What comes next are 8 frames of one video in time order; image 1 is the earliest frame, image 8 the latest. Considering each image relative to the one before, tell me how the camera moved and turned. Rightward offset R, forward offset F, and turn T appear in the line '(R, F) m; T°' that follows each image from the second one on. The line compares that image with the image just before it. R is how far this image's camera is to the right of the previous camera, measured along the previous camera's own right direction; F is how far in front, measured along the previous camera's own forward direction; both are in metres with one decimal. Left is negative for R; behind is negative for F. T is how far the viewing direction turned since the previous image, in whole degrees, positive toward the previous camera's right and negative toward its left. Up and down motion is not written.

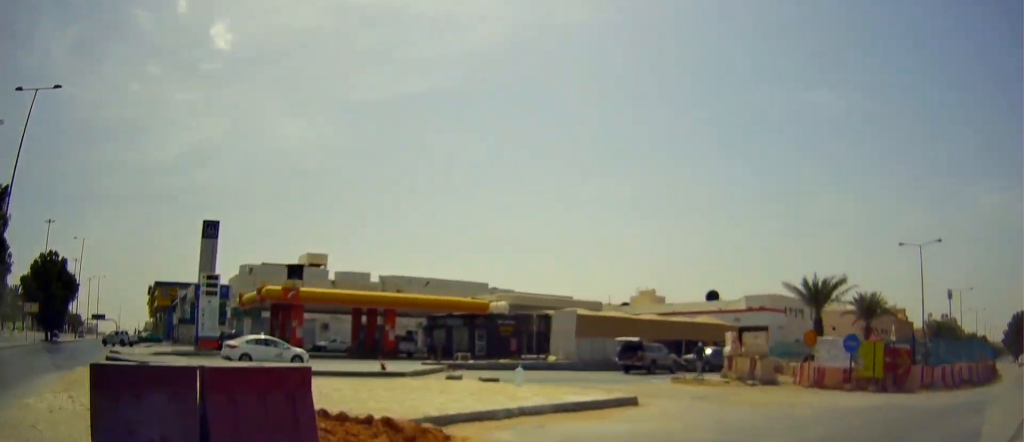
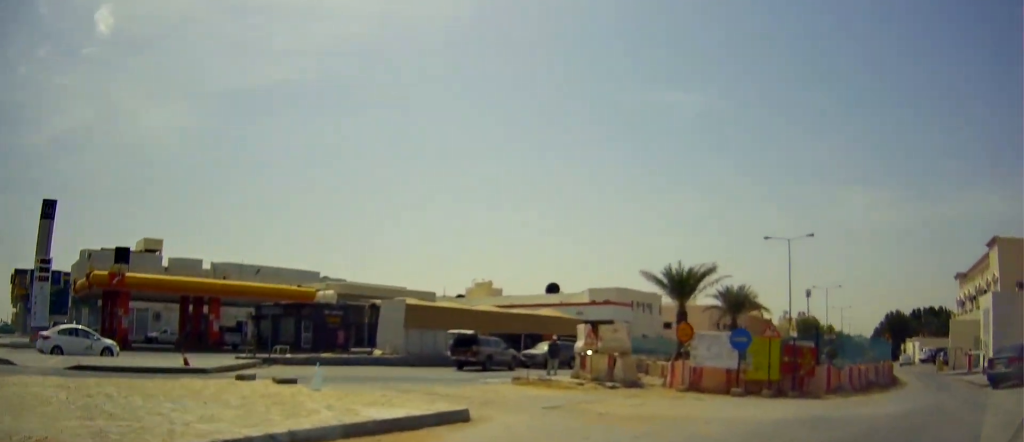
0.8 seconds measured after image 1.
(+0.6, +4.7) m; +13°
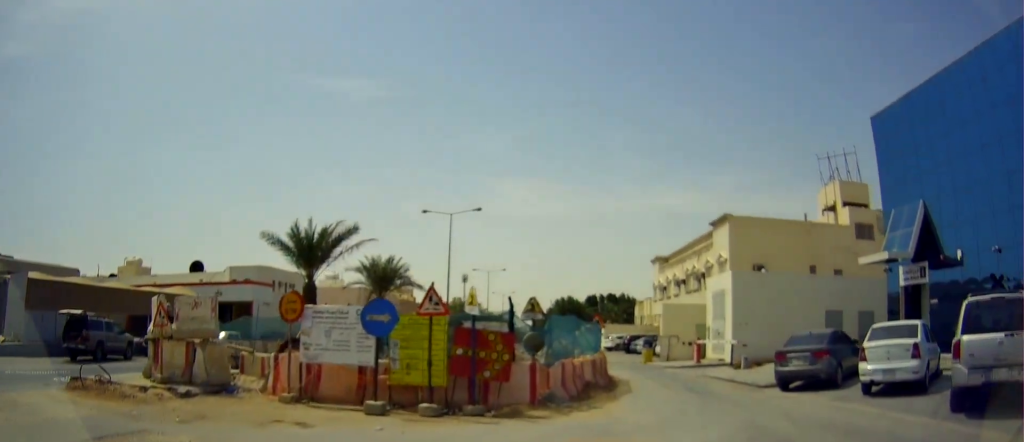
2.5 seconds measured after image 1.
(+1.7, +6.8) m; +33°
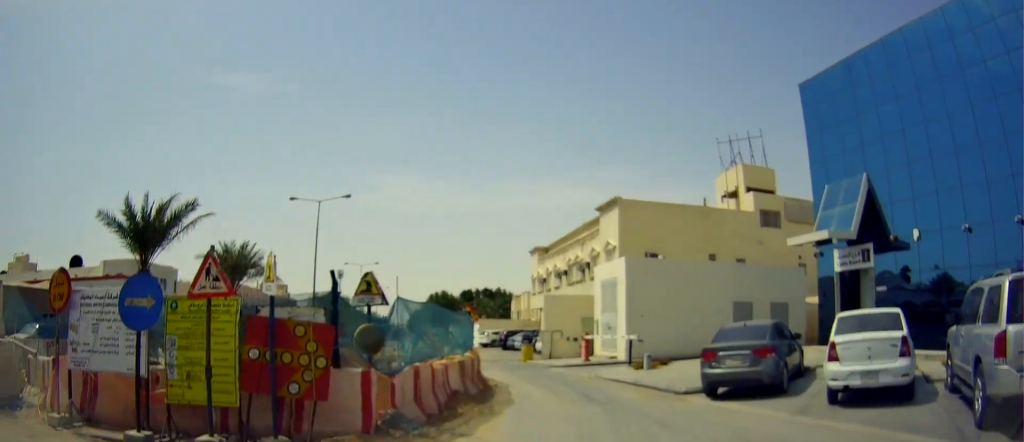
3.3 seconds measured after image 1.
(+0.6, +3.1) m; +17°
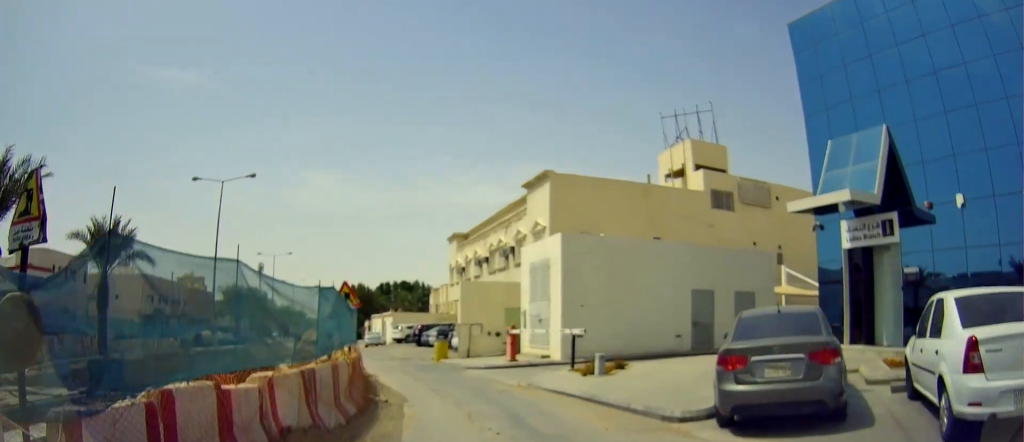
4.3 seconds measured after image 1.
(+0.7, +4.0) m; +15°
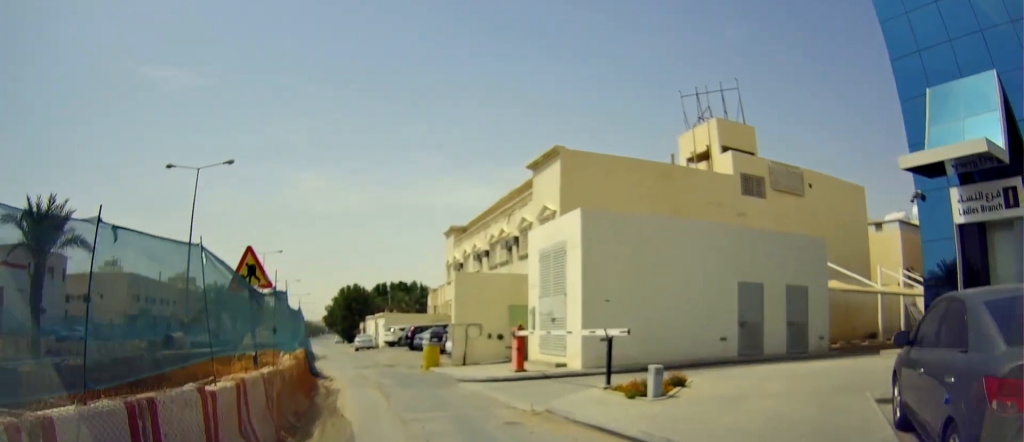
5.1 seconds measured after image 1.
(+0.3, +3.8) m; +5°
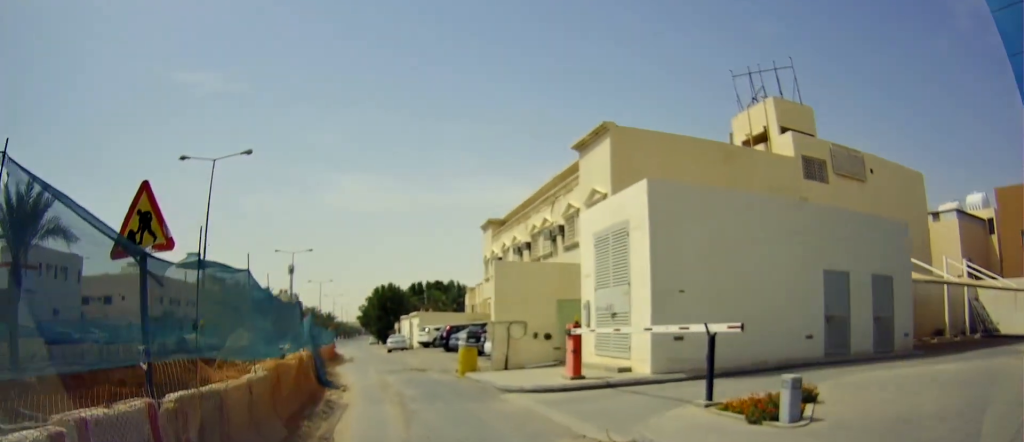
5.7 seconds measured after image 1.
(+0.1, +2.6) m; +1°
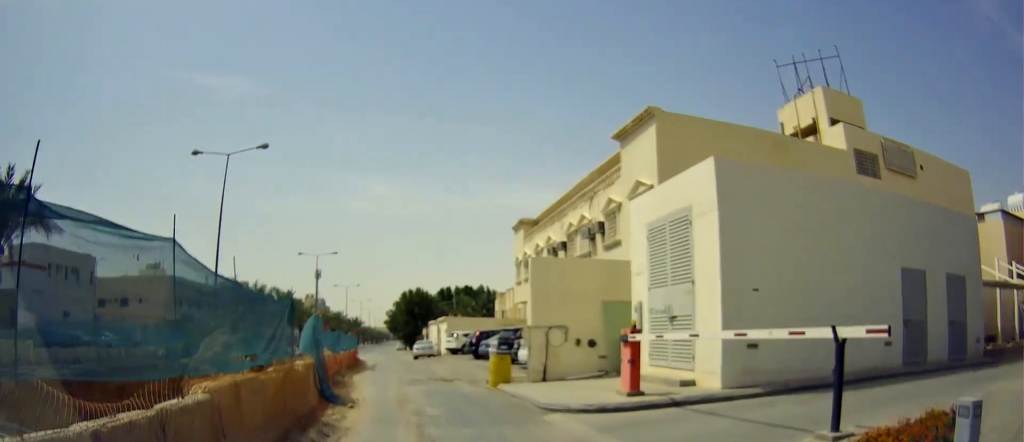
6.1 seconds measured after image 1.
(-0.1, +2.1) m; -2°
